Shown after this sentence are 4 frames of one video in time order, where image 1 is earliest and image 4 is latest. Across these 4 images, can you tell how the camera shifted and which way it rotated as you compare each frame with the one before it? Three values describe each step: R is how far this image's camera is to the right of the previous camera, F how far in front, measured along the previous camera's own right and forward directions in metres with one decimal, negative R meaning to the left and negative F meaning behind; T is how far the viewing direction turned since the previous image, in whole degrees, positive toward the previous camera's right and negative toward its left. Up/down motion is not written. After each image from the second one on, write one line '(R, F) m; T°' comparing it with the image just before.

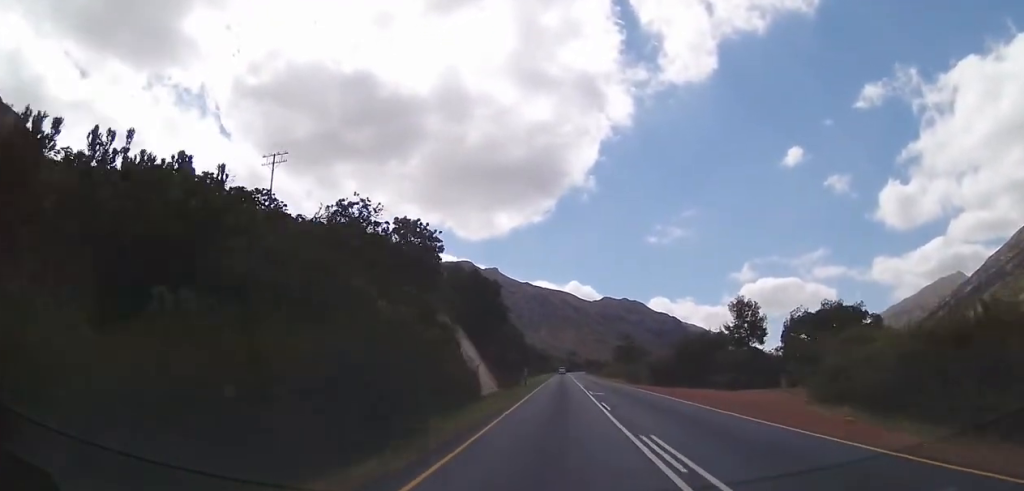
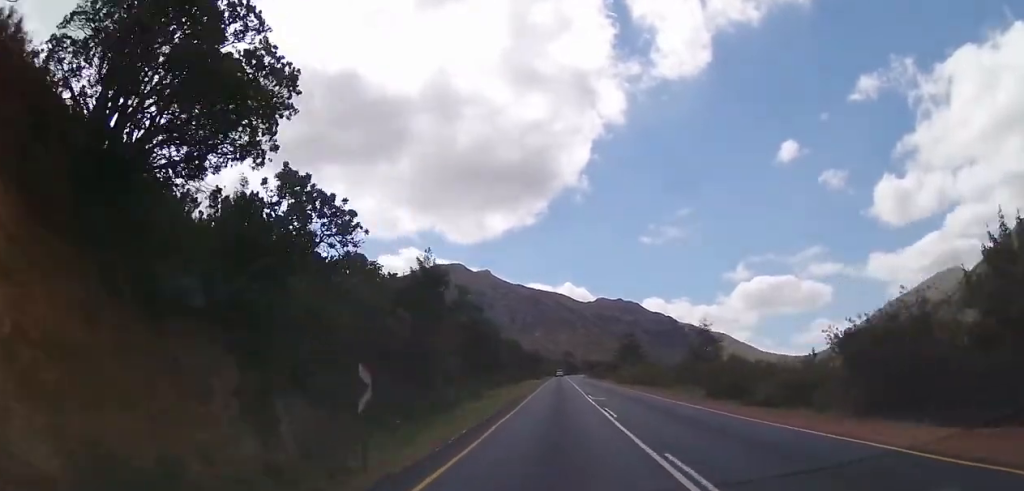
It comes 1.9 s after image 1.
(-0.9, +39.7) m; -1°
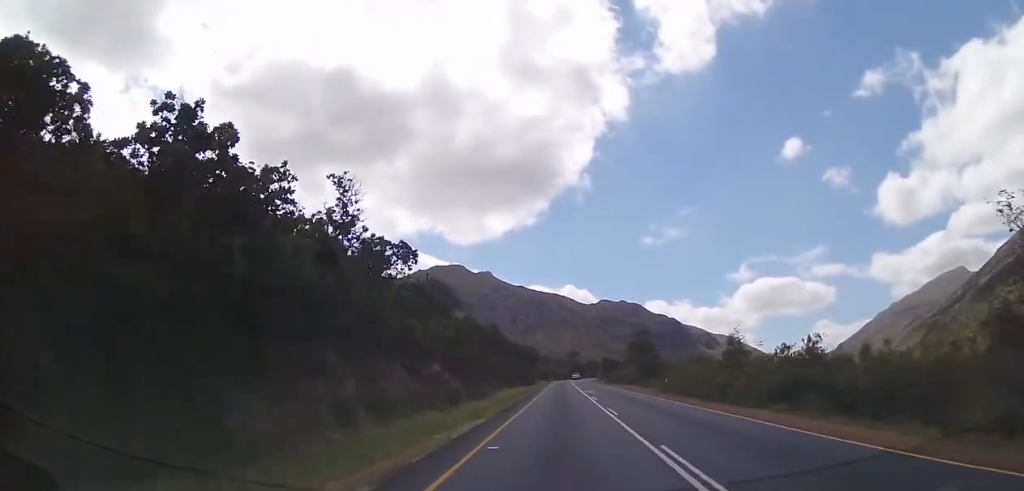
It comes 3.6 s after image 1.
(+0.4, +34.5) m; +1°
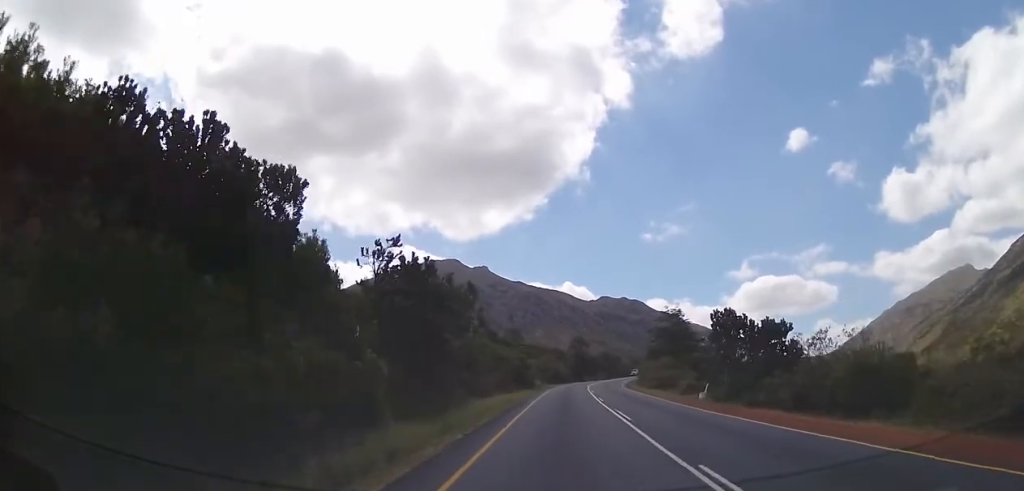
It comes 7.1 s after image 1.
(+0.1, +72.7) m; 0°
